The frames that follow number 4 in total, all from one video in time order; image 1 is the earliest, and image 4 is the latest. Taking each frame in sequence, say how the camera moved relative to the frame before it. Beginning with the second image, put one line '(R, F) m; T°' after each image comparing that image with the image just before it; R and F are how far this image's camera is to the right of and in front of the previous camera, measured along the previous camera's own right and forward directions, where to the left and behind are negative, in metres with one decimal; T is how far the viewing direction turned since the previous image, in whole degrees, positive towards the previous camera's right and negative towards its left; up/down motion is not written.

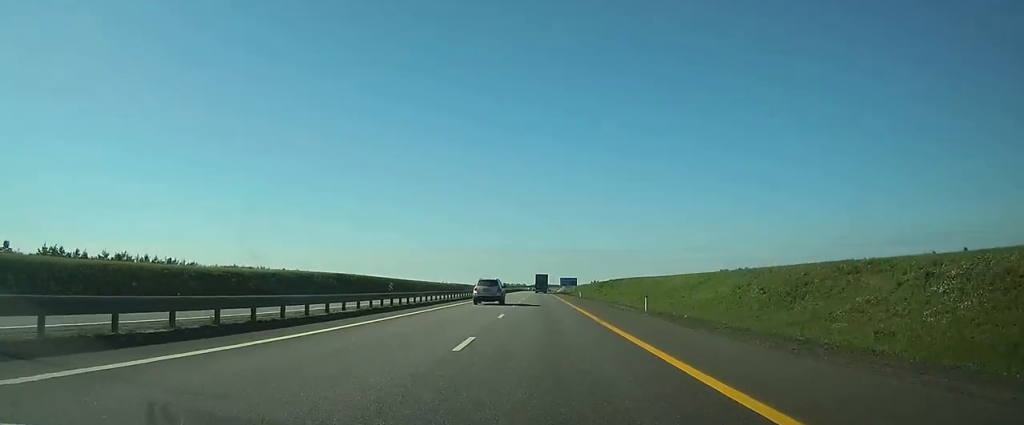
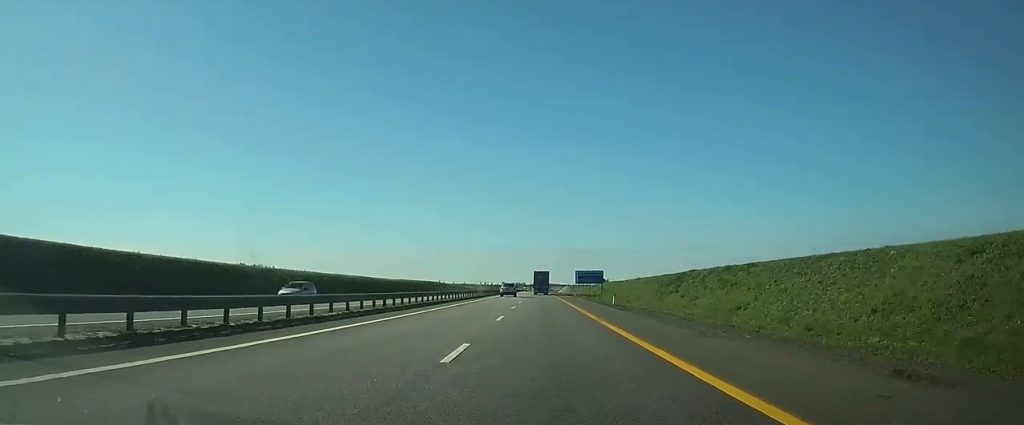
(+0.1, +85.0) m; 0°
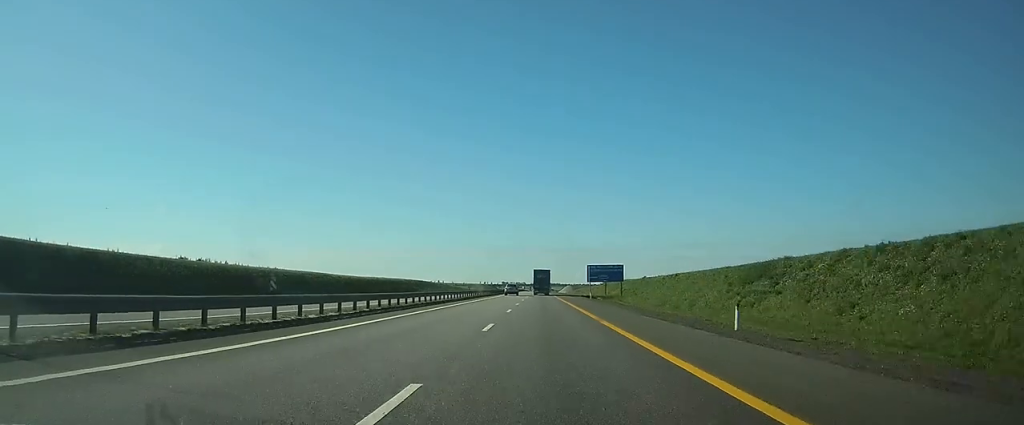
(-0.1, +29.1) m; 0°
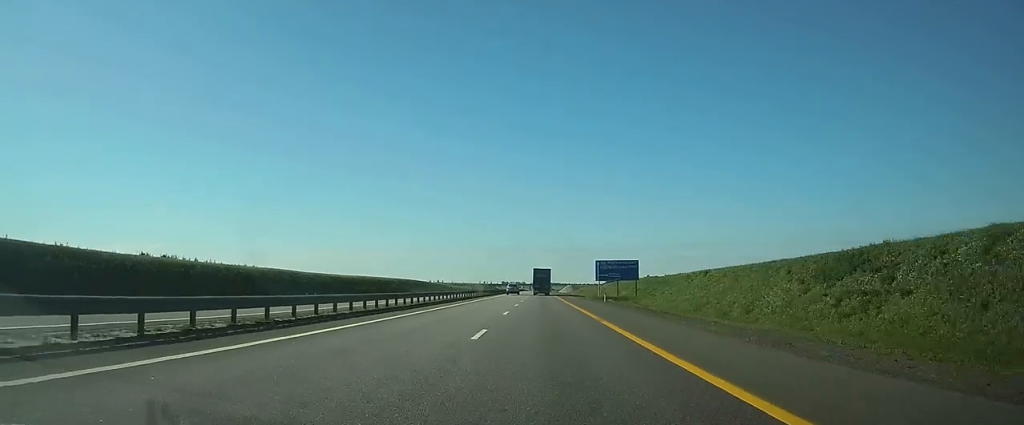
(0.0, +14.6) m; 0°
